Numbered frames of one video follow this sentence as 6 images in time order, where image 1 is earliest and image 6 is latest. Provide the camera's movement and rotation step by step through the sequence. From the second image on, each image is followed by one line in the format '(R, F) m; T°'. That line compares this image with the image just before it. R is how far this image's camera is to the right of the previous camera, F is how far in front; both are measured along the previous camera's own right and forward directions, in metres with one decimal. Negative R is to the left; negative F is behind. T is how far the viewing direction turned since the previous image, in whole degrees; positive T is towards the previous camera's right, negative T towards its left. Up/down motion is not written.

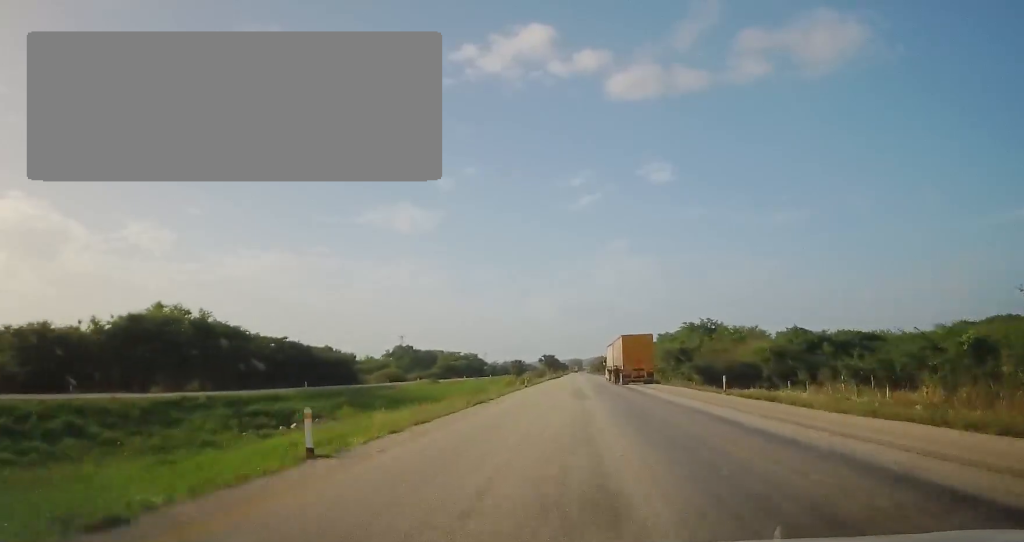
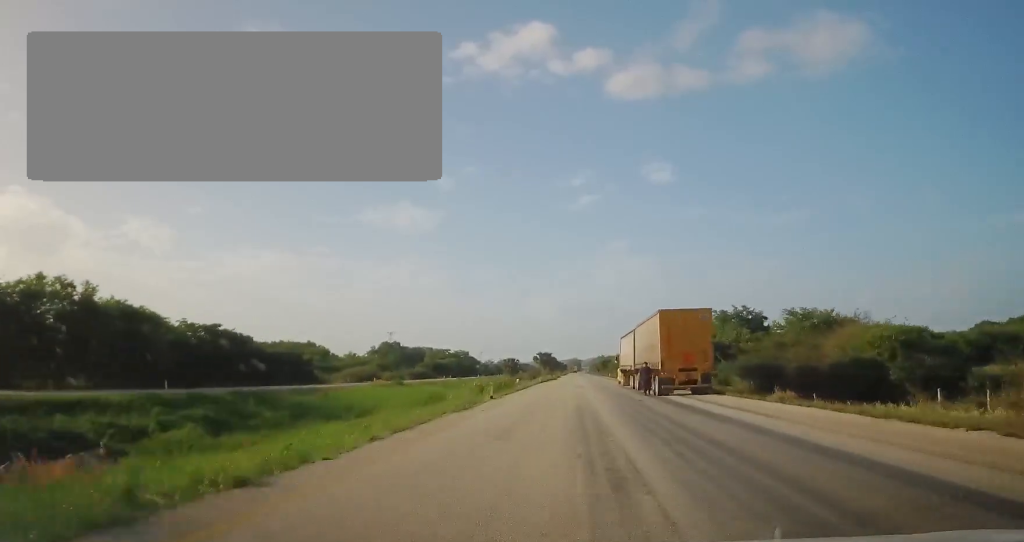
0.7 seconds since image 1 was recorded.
(+0.1, +21.2) m; 0°
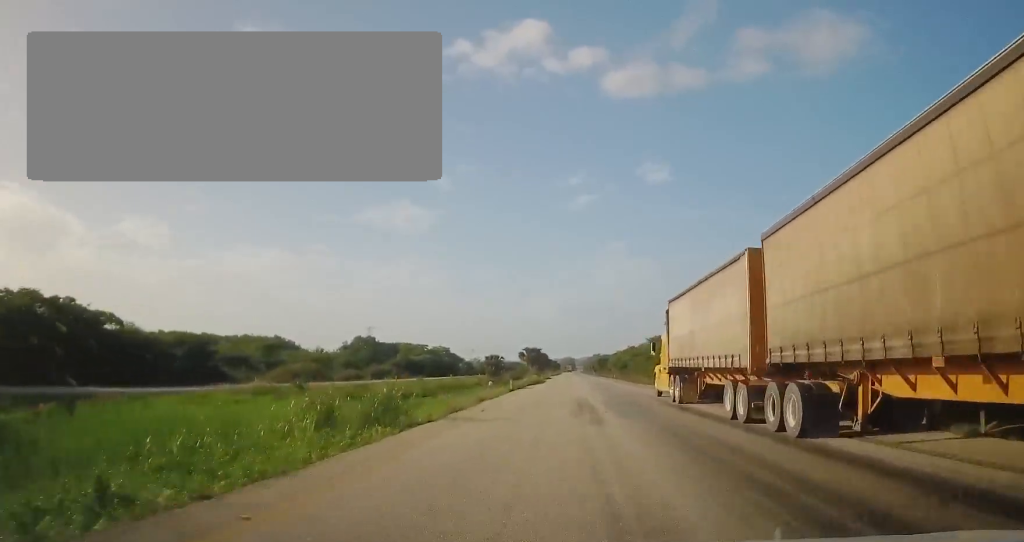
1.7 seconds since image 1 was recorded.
(0.0, +28.4) m; 0°
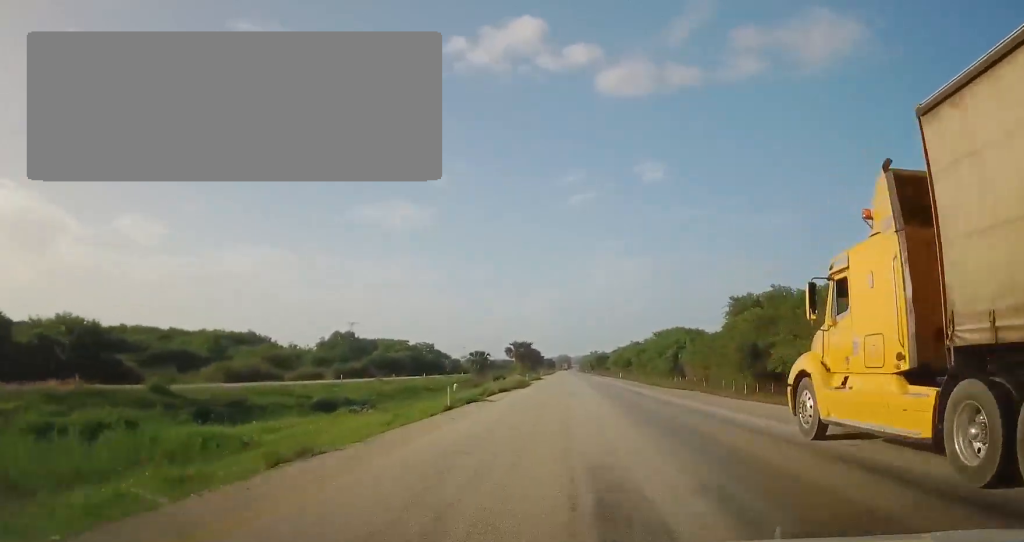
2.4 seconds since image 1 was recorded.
(0.0, +19.8) m; 0°
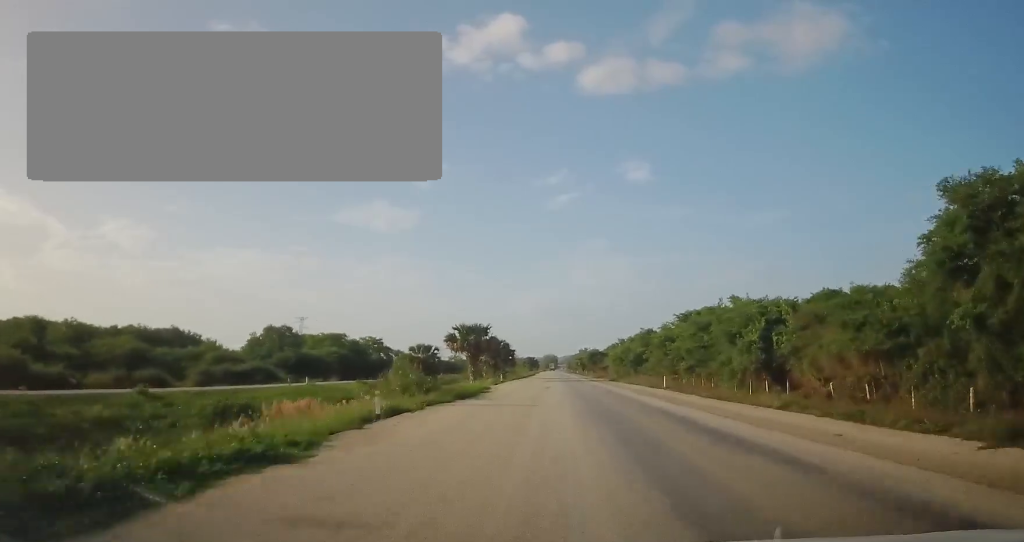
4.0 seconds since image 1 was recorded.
(+0.7, +44.9) m; +2°
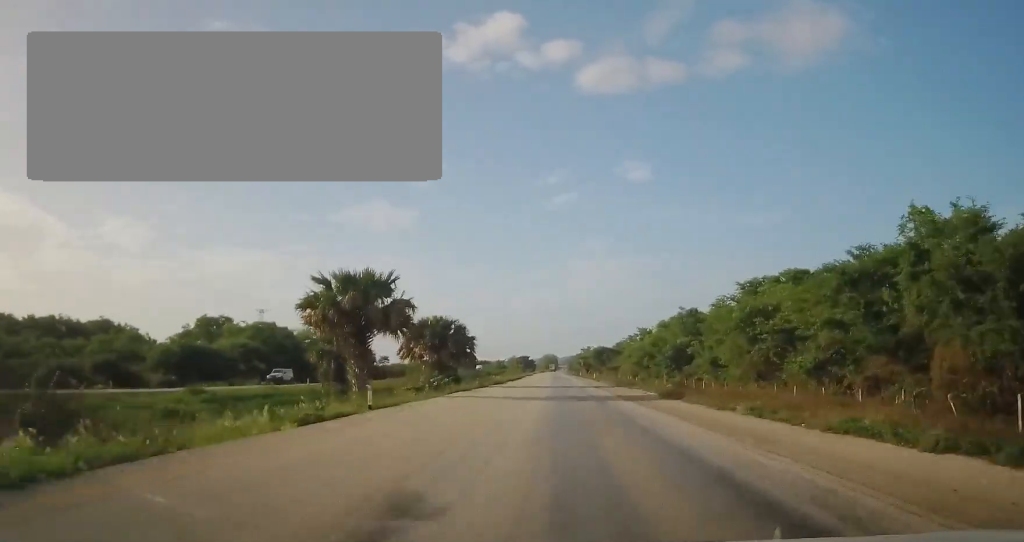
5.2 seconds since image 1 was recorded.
(0.0, +37.1) m; 0°
